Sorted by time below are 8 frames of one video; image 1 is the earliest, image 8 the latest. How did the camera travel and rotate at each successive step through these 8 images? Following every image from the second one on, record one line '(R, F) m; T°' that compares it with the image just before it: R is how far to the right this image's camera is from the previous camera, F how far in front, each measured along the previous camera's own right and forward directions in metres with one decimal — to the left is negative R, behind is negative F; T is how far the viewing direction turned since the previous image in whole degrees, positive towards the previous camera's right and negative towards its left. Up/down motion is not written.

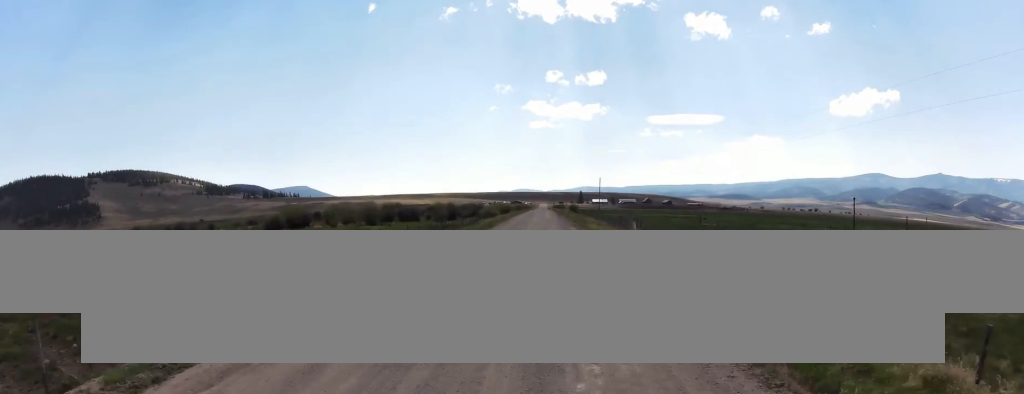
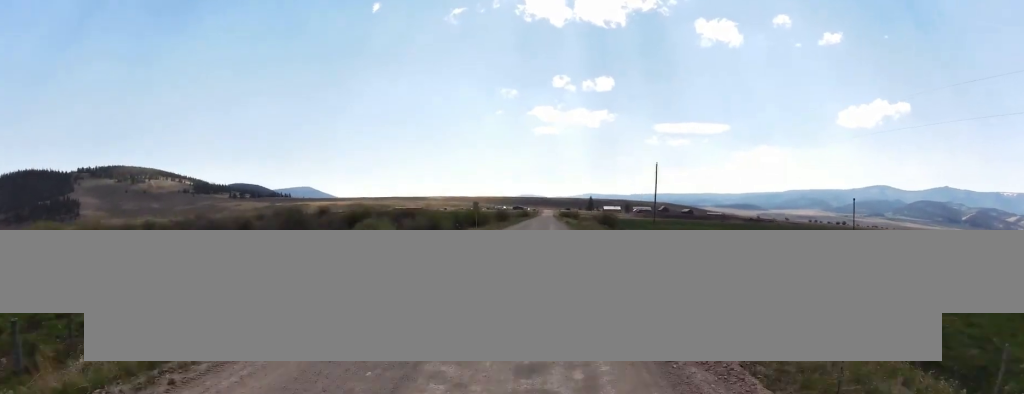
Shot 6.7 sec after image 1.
(-0.5, +54.3) m; 0°
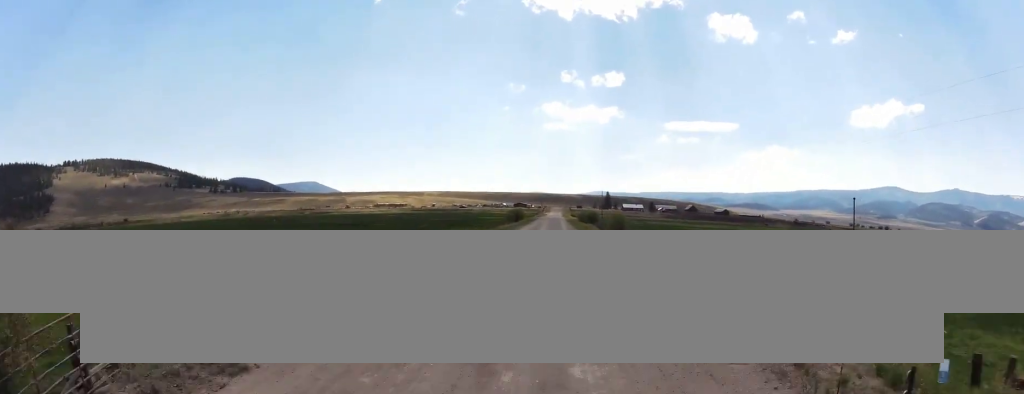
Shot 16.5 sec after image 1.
(+0.6, +85.0) m; +1°
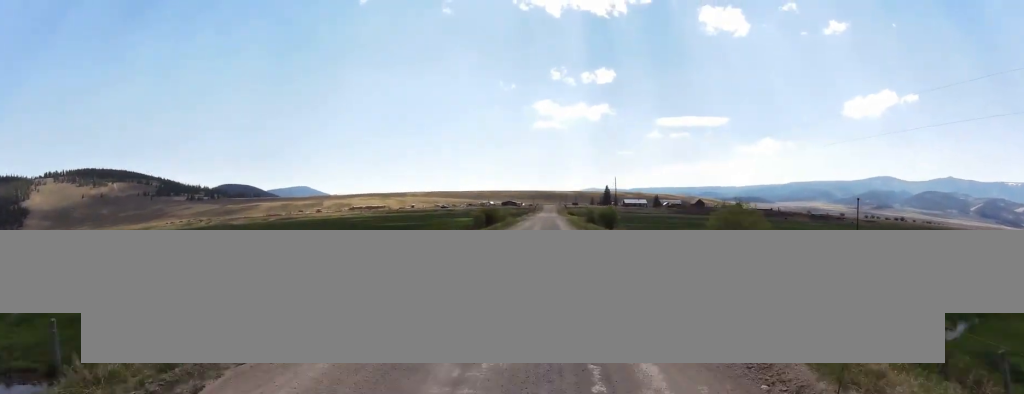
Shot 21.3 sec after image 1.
(-0.3, +42.5) m; +1°
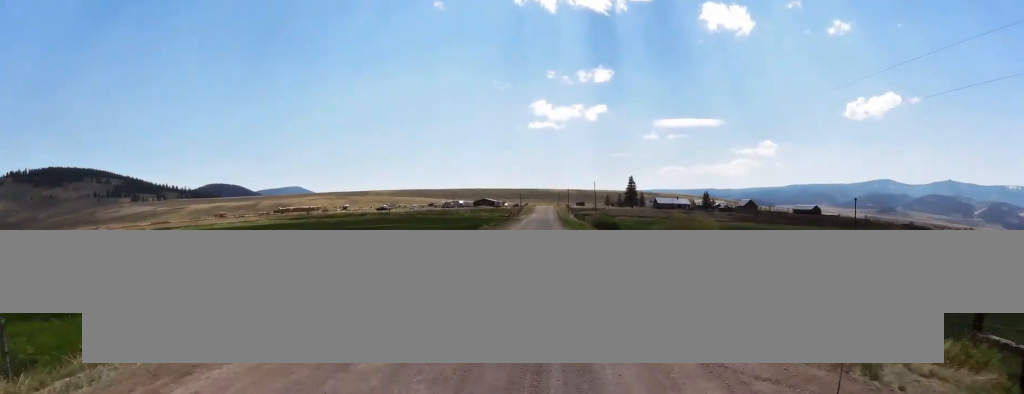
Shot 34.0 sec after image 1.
(-0.7, +114.7) m; -2°
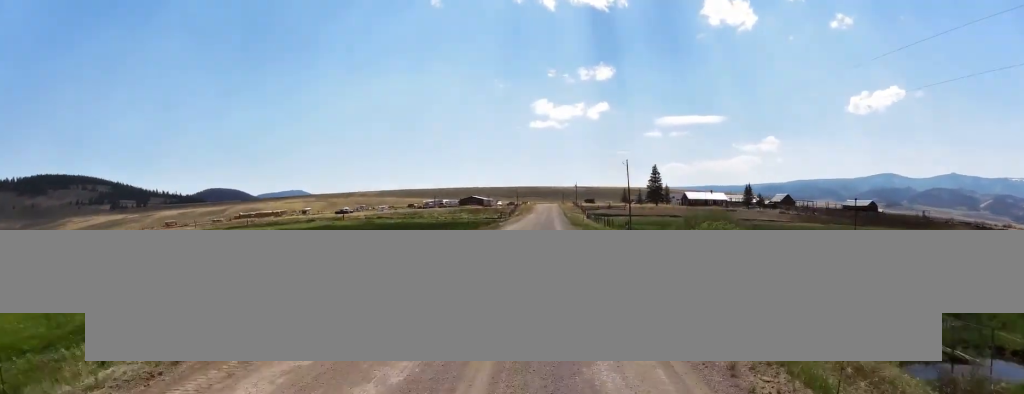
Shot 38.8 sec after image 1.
(-0.1, +41.9) m; 0°
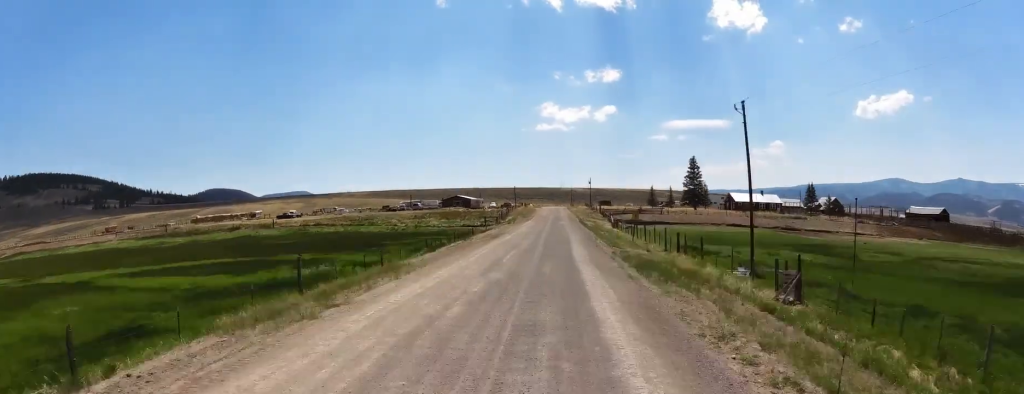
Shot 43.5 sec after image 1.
(0.0, +41.4) m; +1°
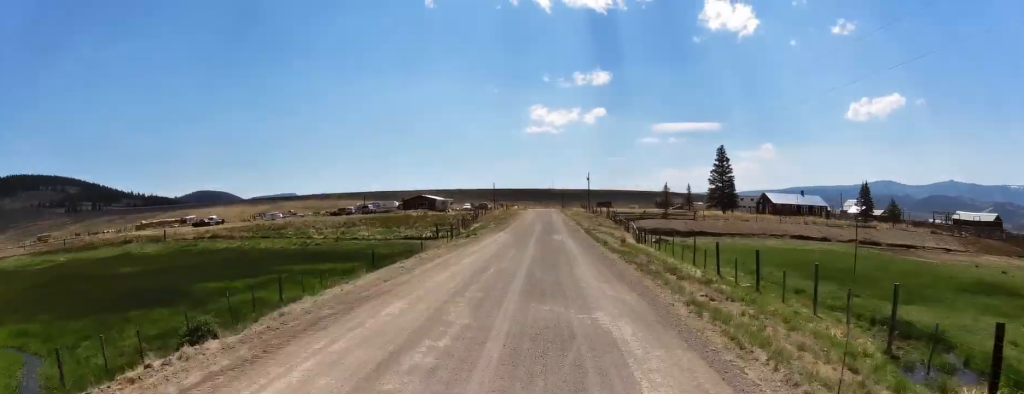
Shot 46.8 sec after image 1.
(+0.6, +27.8) m; 0°
